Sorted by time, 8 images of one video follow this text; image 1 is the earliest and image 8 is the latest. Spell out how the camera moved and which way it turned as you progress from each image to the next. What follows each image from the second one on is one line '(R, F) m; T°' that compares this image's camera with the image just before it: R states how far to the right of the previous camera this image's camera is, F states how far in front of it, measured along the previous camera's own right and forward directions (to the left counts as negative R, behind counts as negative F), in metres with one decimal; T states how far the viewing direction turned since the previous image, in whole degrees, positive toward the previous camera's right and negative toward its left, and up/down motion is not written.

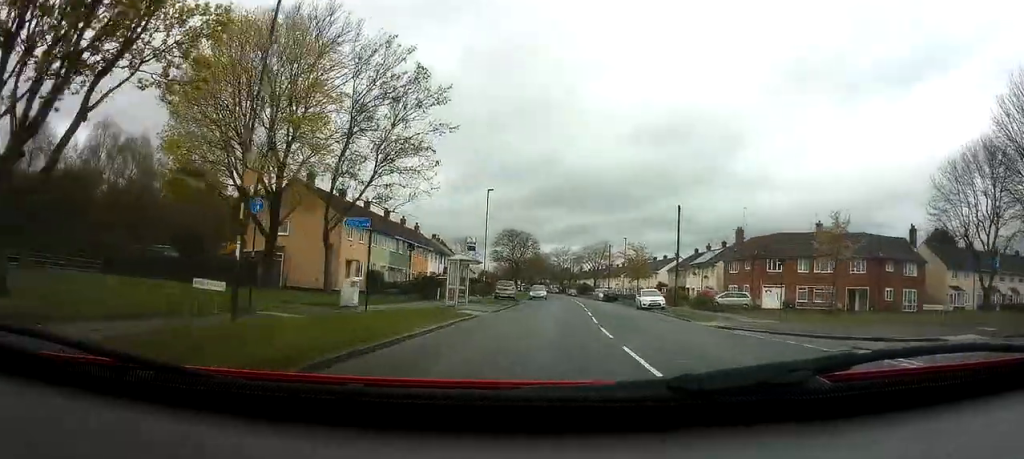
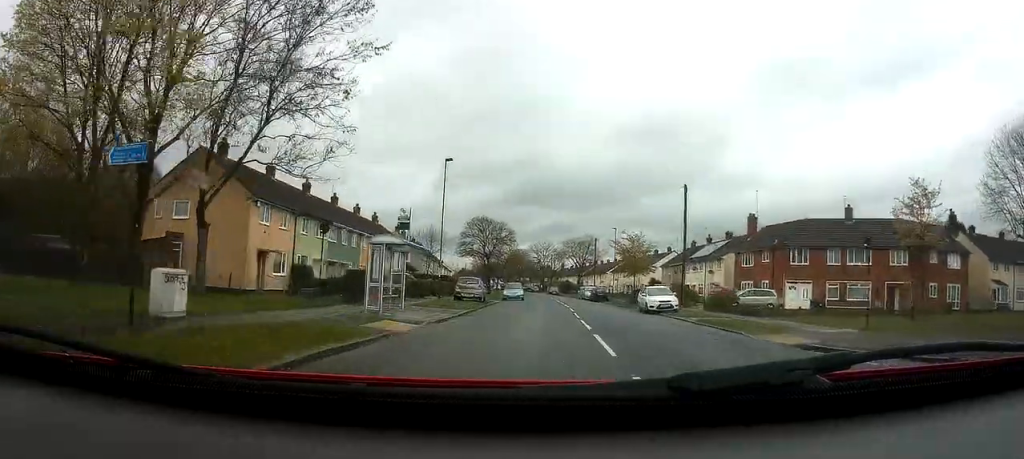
(+0.2, +10.2) m; +1°
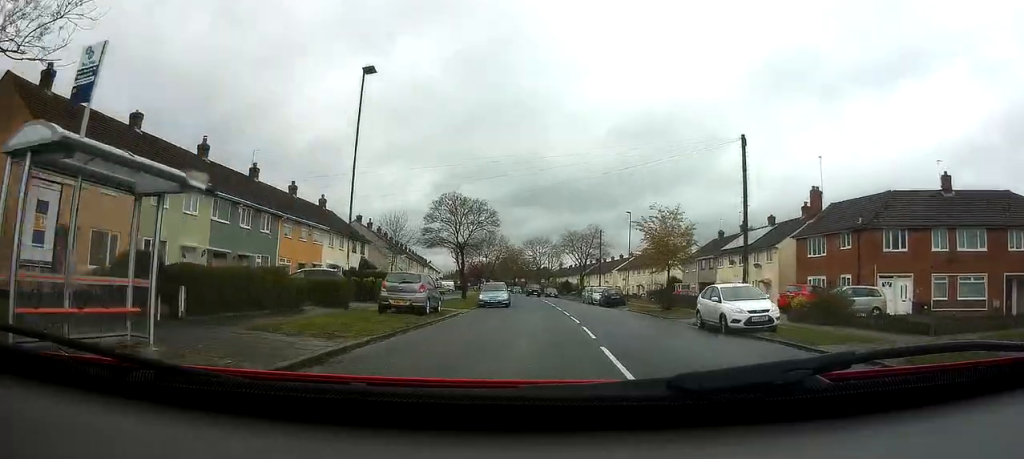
(0.0, +14.5) m; 0°
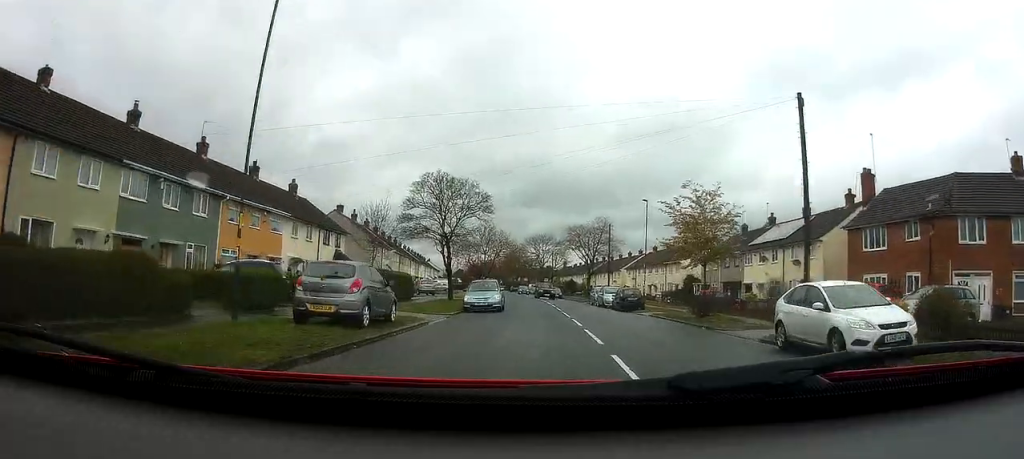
(0.0, +7.0) m; 0°
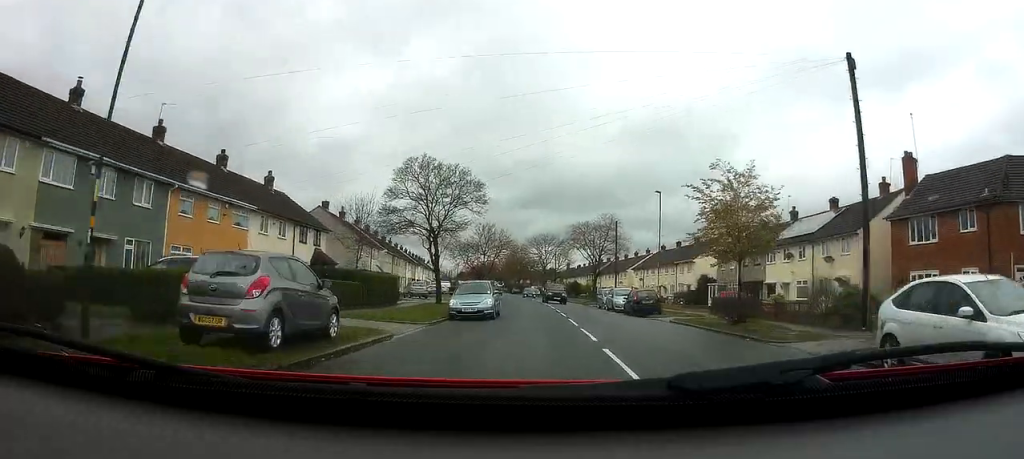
(0.0, +4.5) m; 0°
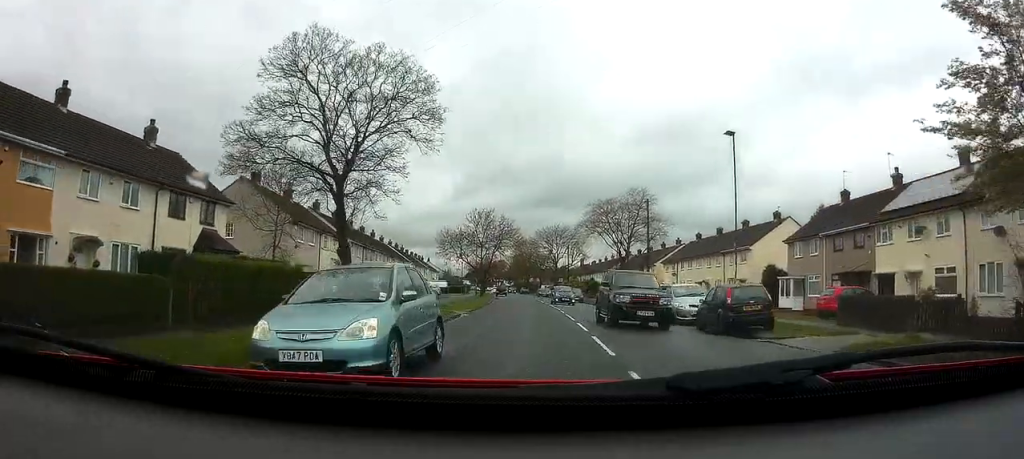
(-0.2, +15.0) m; -2°
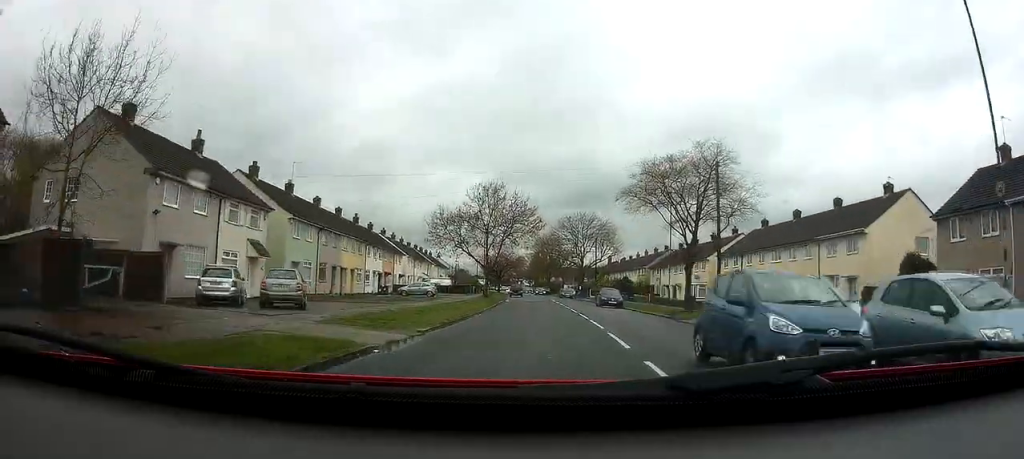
(0.0, +15.7) m; 0°
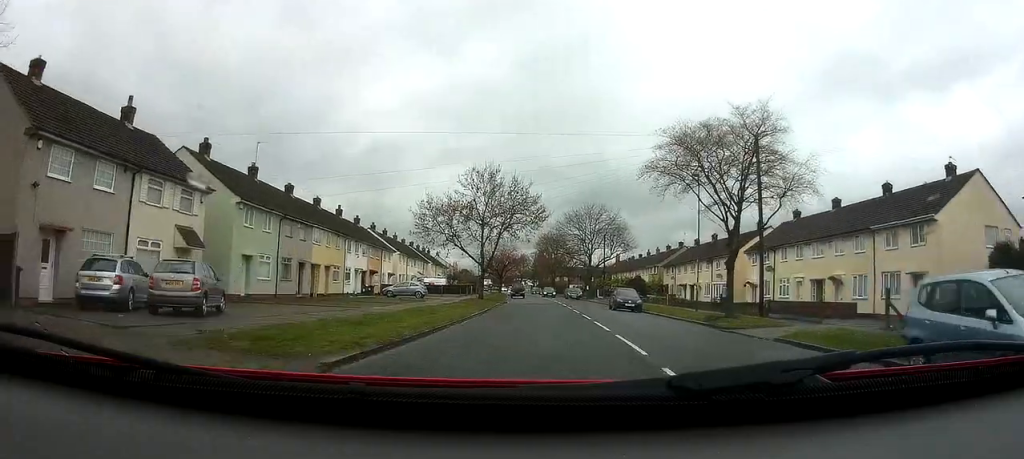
(-0.1, +6.7) m; -1°
